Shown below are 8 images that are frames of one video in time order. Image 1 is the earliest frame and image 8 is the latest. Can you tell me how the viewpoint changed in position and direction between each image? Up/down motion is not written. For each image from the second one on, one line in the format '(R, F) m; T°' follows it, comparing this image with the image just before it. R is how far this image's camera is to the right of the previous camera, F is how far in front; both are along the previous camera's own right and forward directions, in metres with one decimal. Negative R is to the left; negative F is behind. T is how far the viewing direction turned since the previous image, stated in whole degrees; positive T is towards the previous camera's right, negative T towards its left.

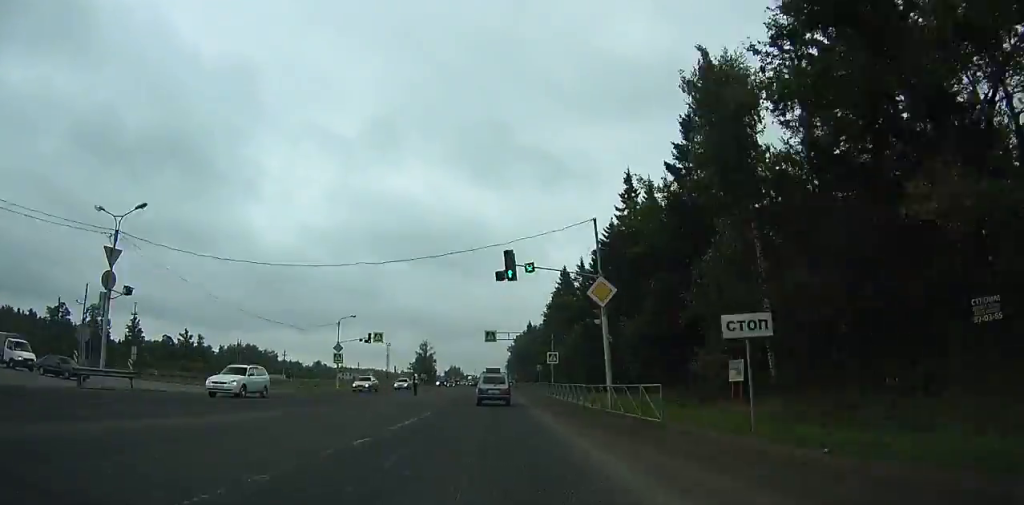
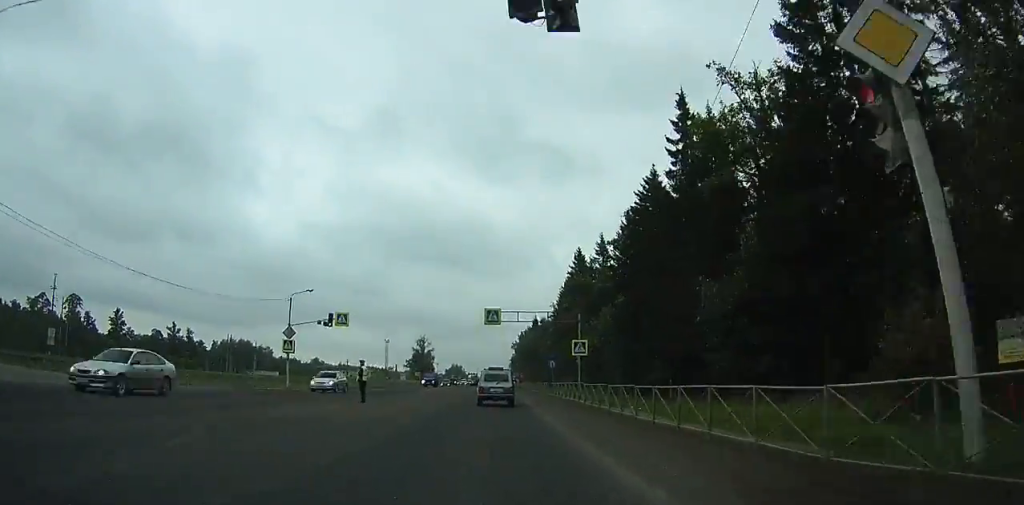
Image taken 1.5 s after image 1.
(-0.1, +17.9) m; 0°
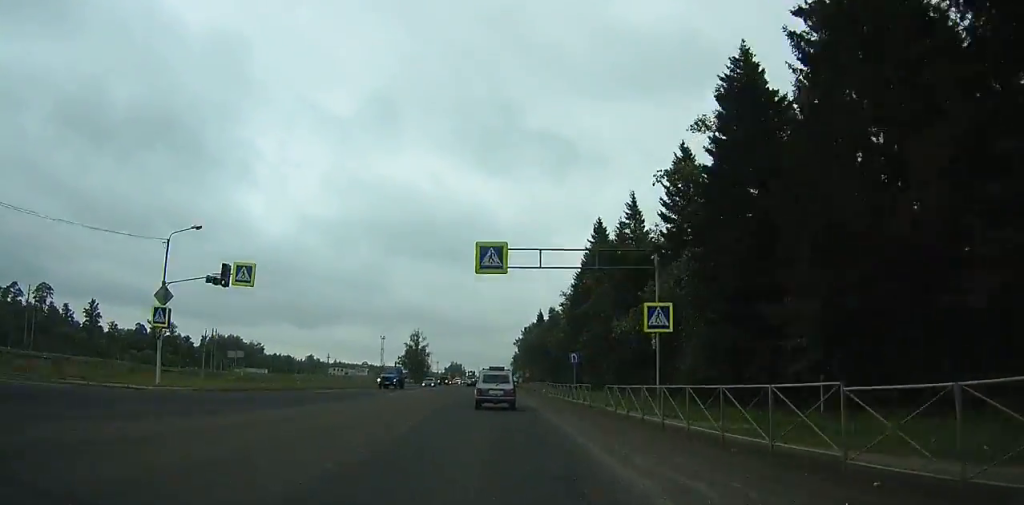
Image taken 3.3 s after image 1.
(0.0, +21.2) m; 0°
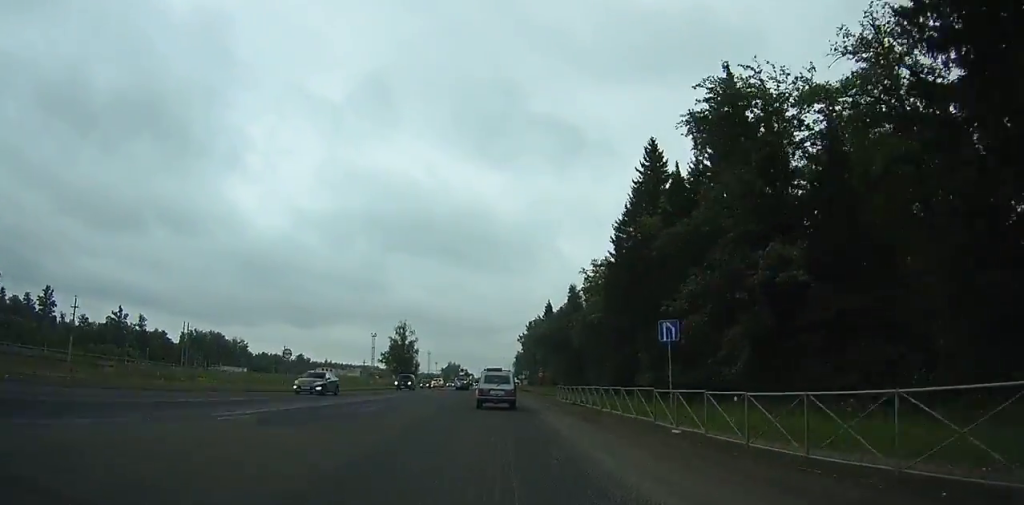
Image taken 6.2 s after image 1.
(0.0, +33.3) m; 0°
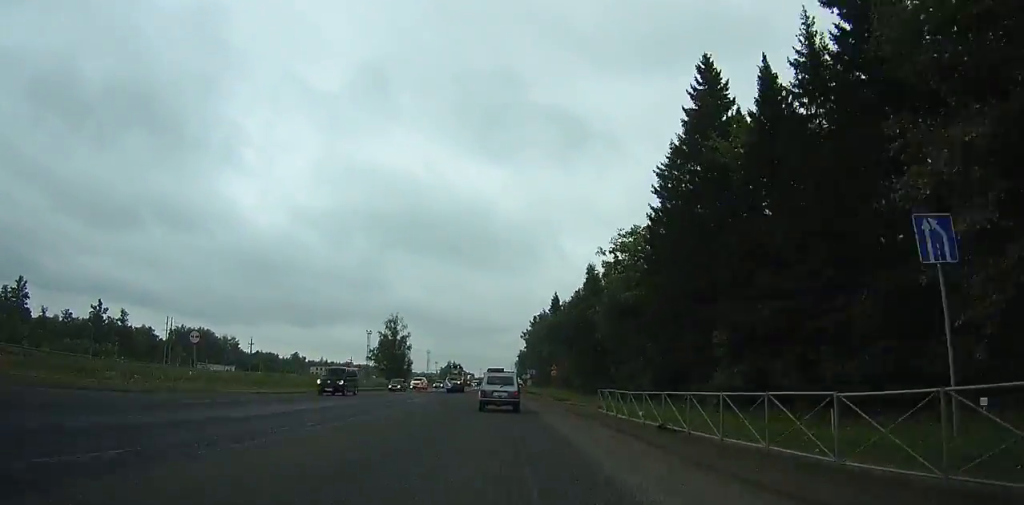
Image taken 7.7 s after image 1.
(+0.1, +16.7) m; 0°
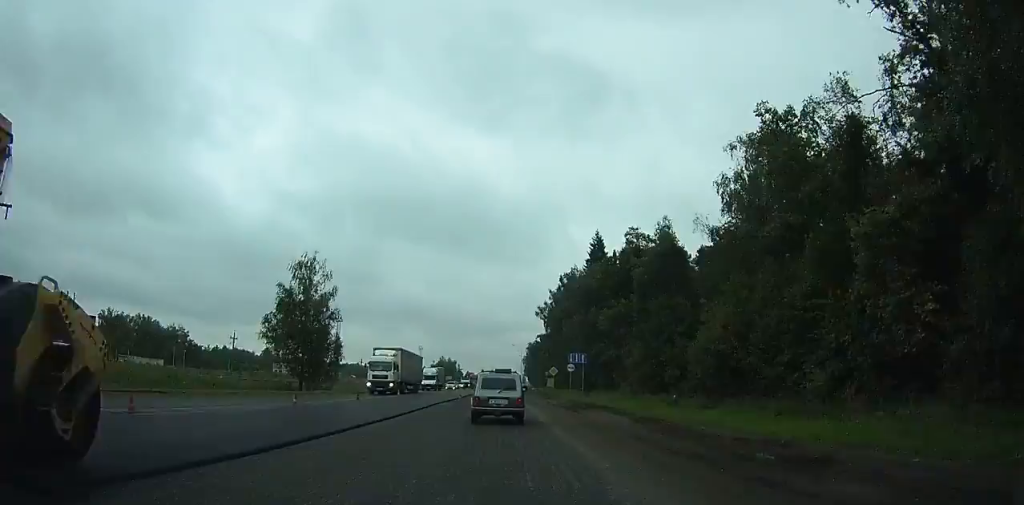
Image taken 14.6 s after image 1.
(+0.3, +73.3) m; +1°
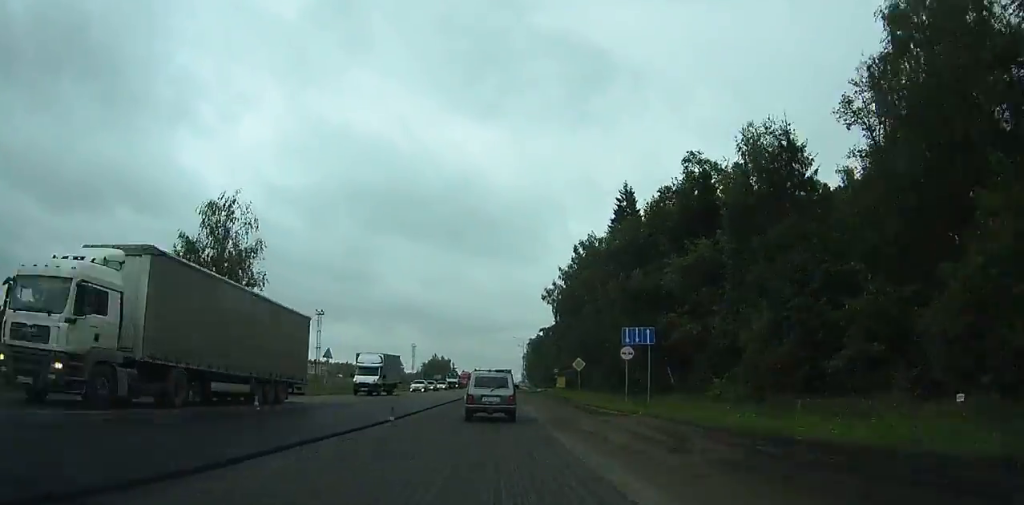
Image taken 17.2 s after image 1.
(+0.4, +26.7) m; 0°
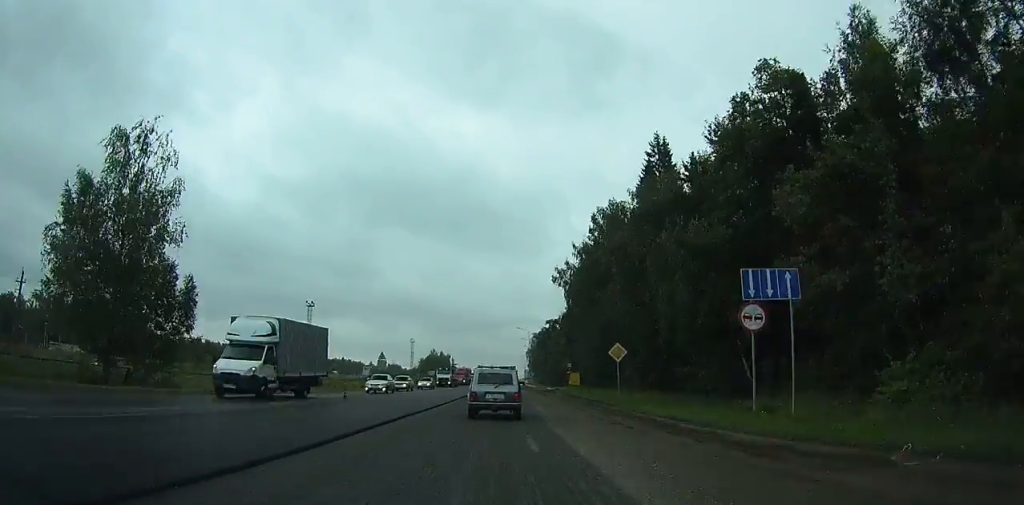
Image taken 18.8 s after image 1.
(-0.1, +16.5) m; 0°
